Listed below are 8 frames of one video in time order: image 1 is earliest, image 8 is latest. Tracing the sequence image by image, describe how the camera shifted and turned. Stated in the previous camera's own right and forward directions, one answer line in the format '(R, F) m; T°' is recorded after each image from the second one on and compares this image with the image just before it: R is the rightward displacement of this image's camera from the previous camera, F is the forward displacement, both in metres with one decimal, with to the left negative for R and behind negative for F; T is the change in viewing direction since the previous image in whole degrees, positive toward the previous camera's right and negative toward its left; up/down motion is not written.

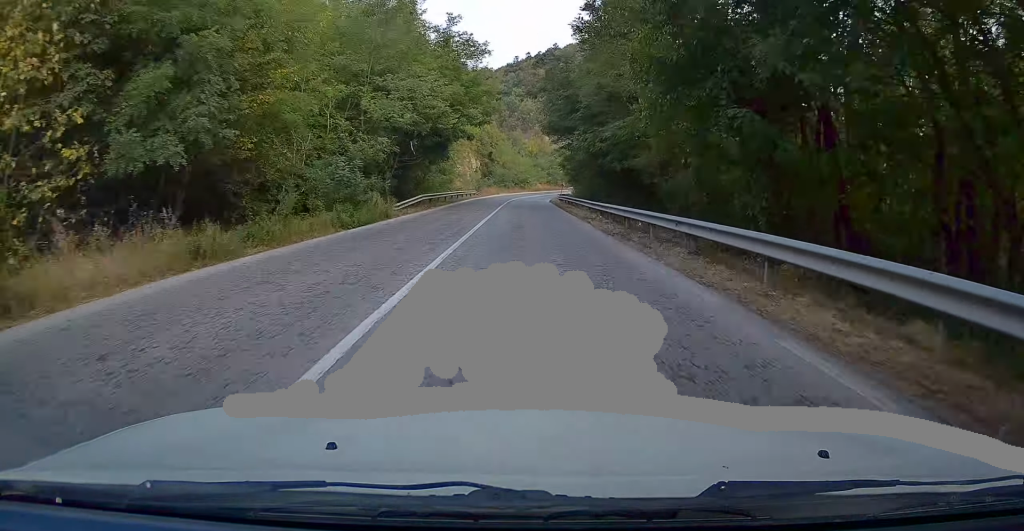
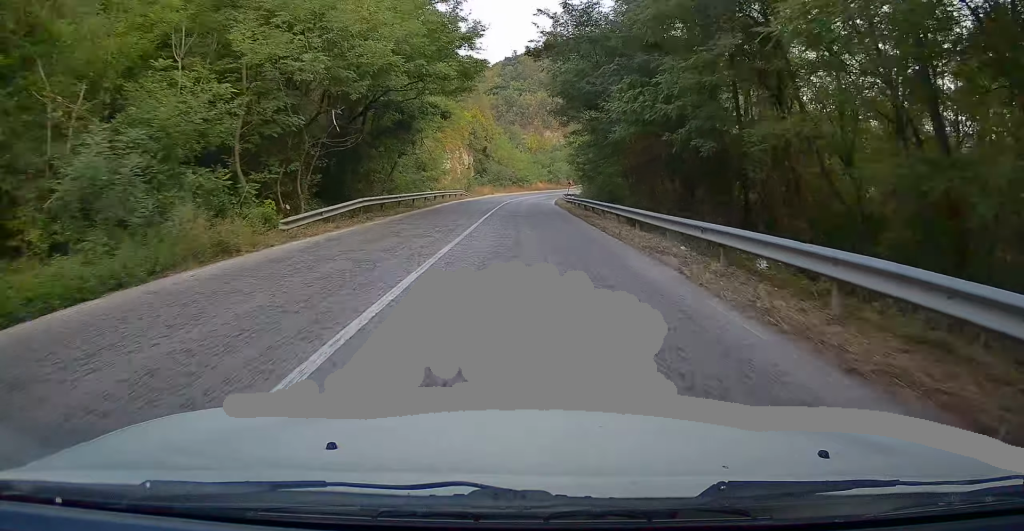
(-0.1, +14.4) m; -1°
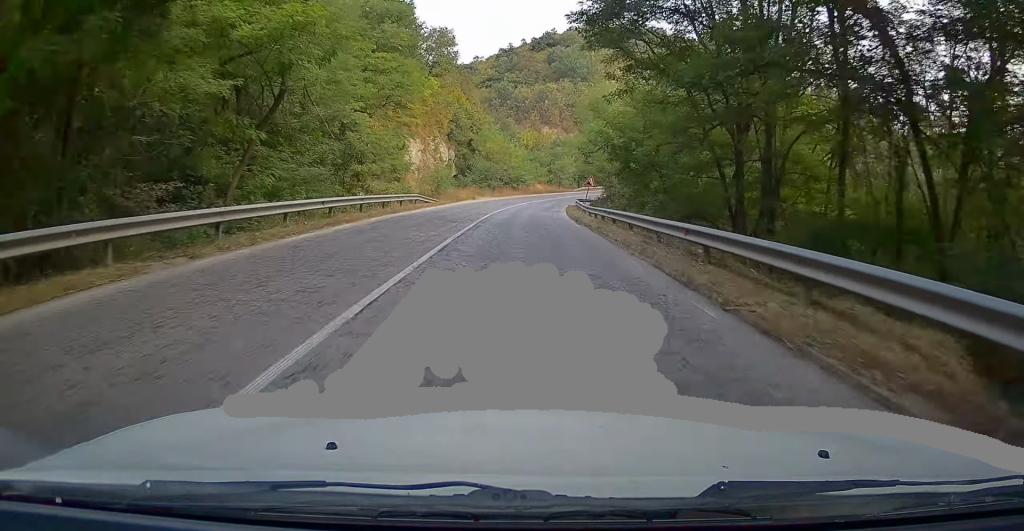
(-0.1, +23.7) m; +1°
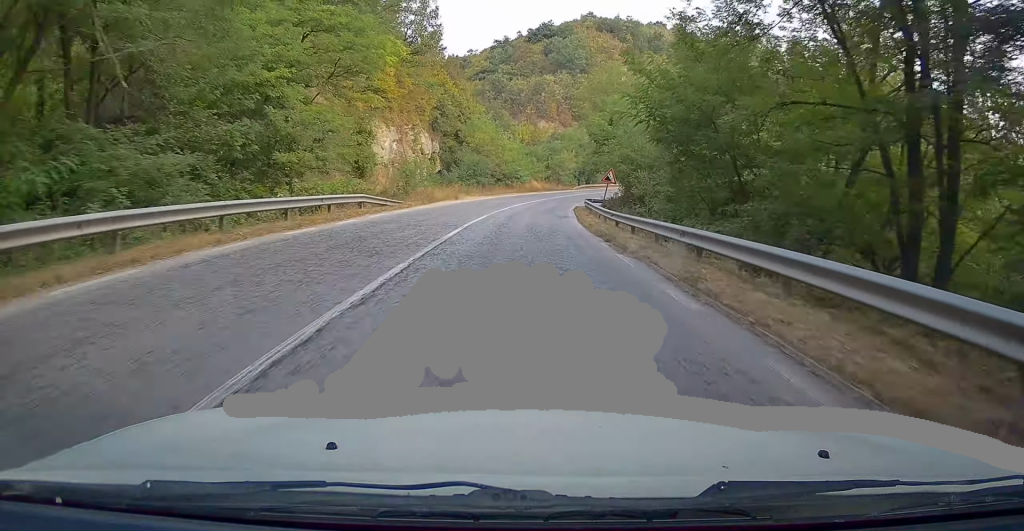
(+0.2, +11.8) m; +1°
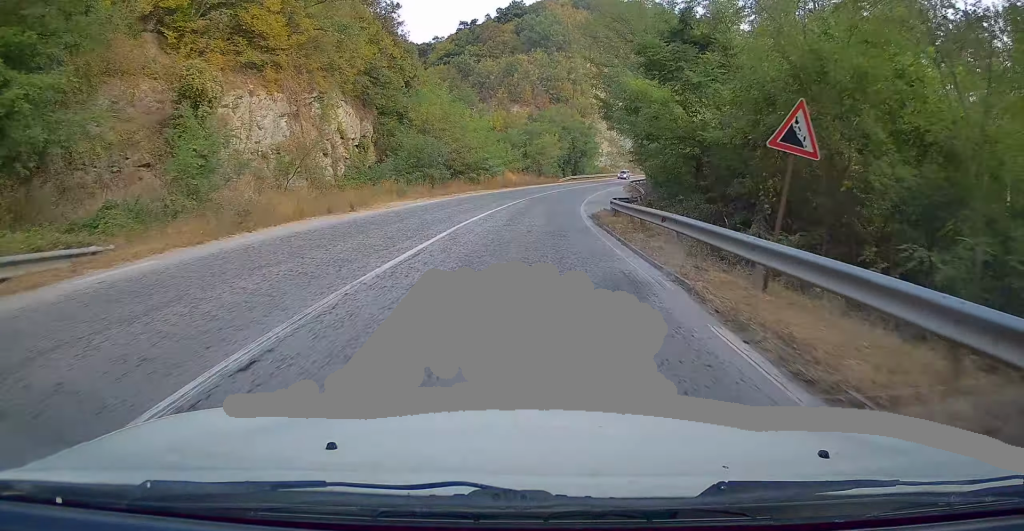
(+0.3, +23.4) m; +2°
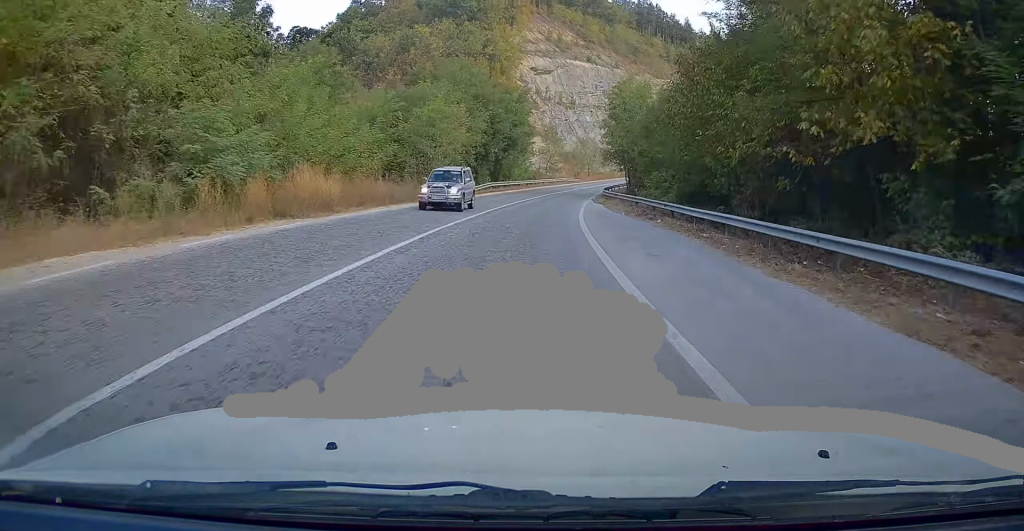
(+2.0, +44.2) m; +6°
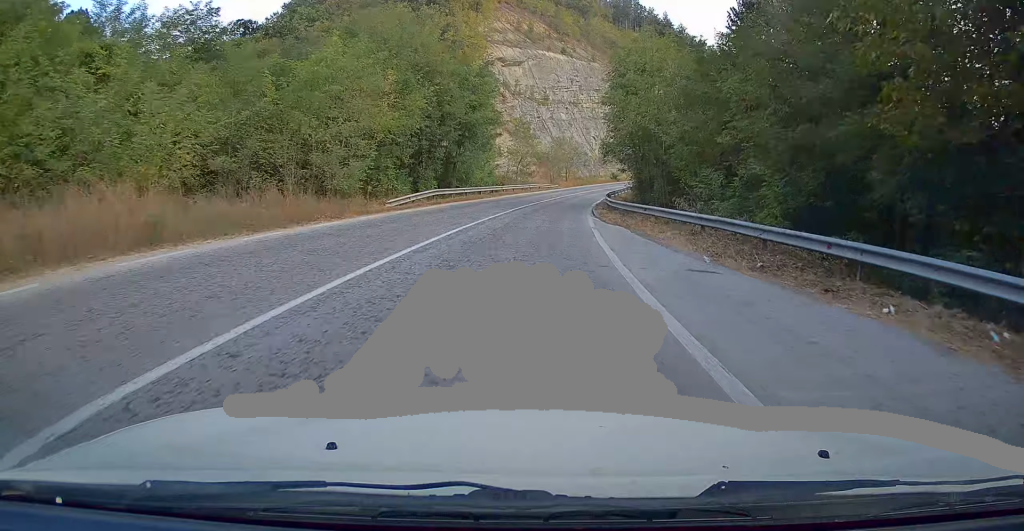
(+0.4, +17.8) m; +3°
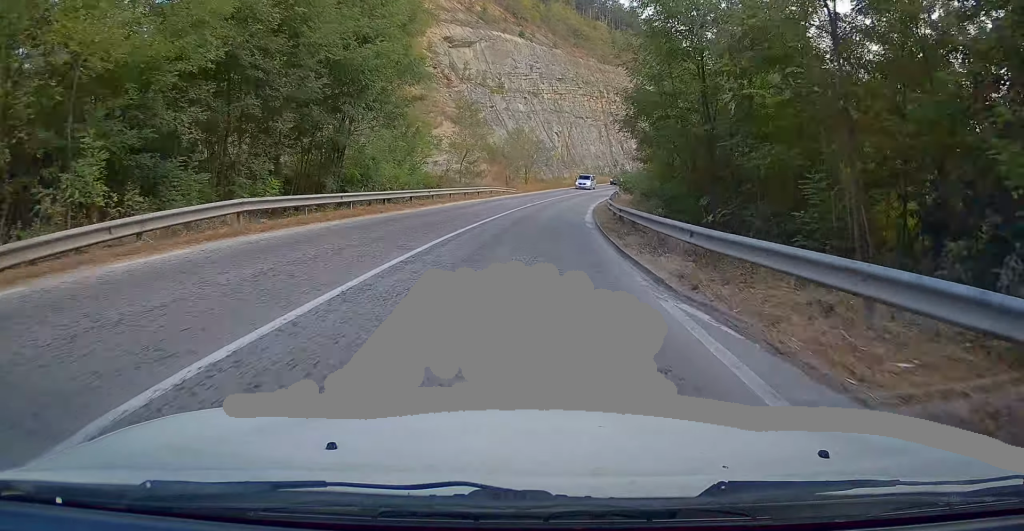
(+0.5, +20.1) m; +3°
